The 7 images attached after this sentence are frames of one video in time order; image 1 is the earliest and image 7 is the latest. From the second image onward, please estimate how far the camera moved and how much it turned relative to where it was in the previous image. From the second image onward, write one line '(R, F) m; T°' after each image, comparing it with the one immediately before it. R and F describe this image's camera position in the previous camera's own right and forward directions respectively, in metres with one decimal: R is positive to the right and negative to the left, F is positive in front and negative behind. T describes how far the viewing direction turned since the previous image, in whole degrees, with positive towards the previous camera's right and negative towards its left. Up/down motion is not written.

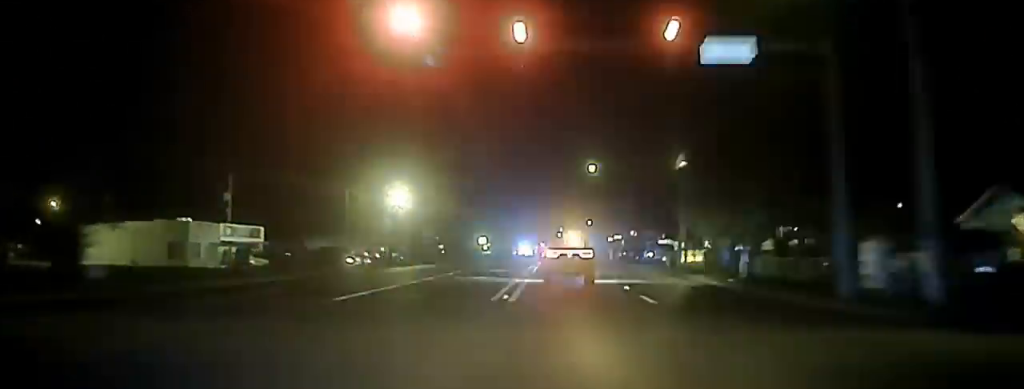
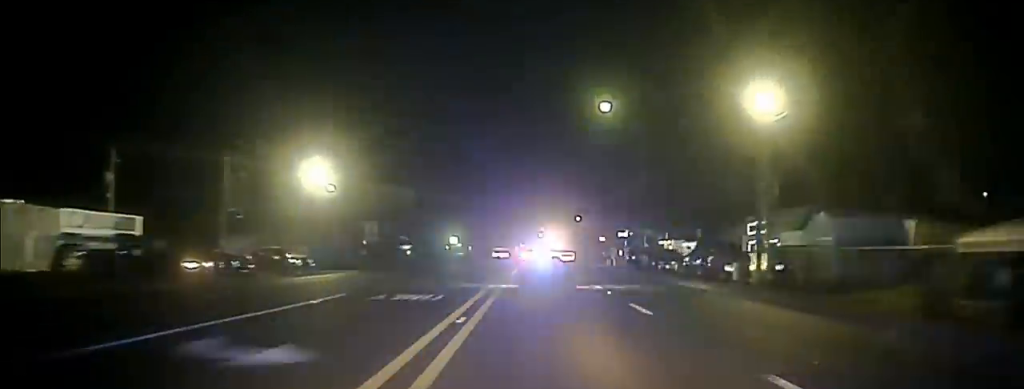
(+0.3, +27.5) m; +1°
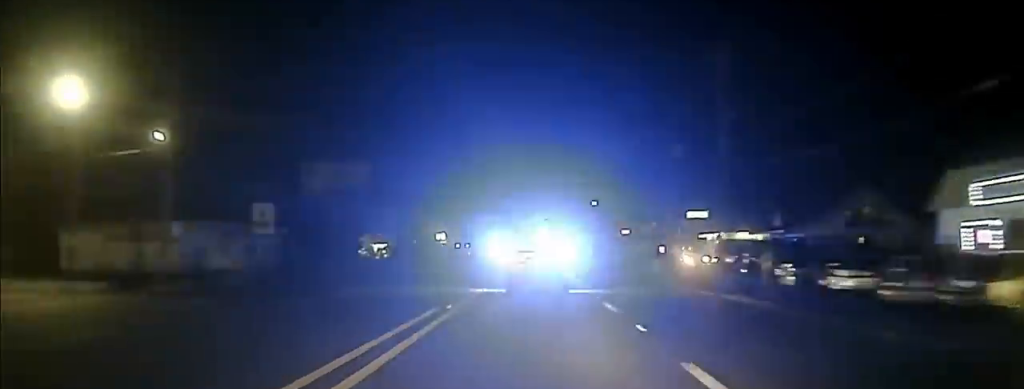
(0.0, +35.7) m; -1°
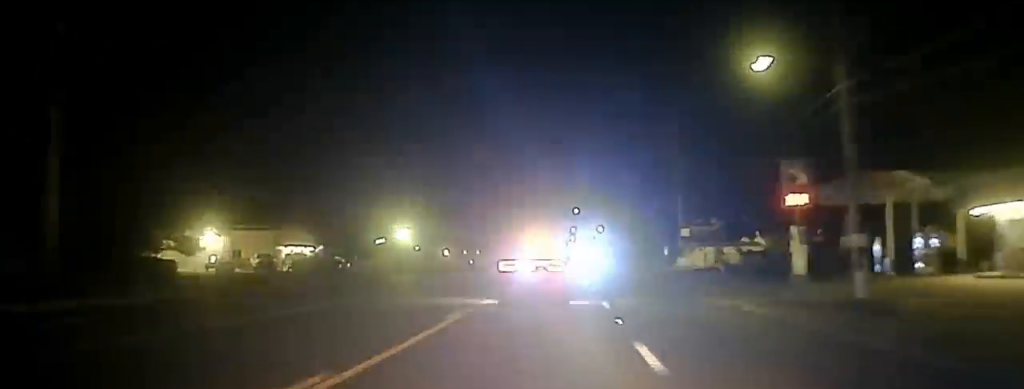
(-1.1, +69.1) m; -1°
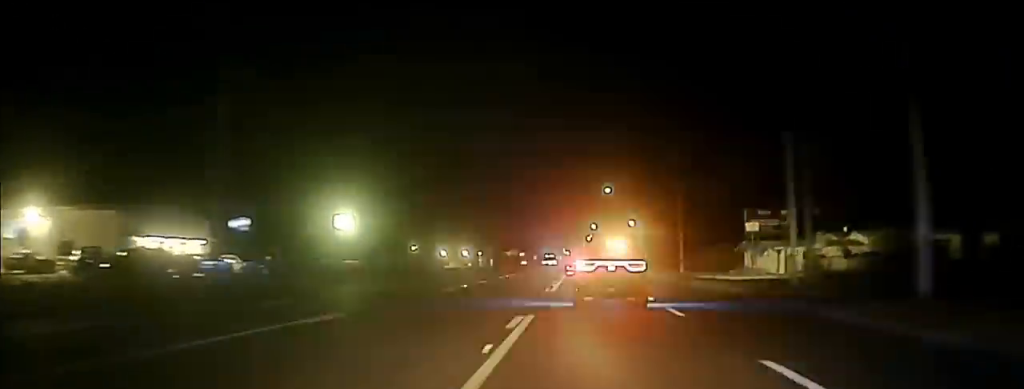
(-0.4, +37.3) m; -1°
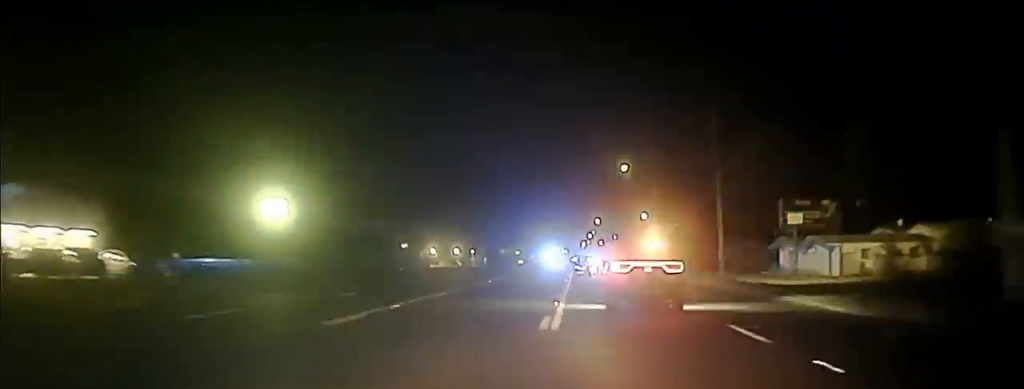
(-0.3, +20.8) m; 0°
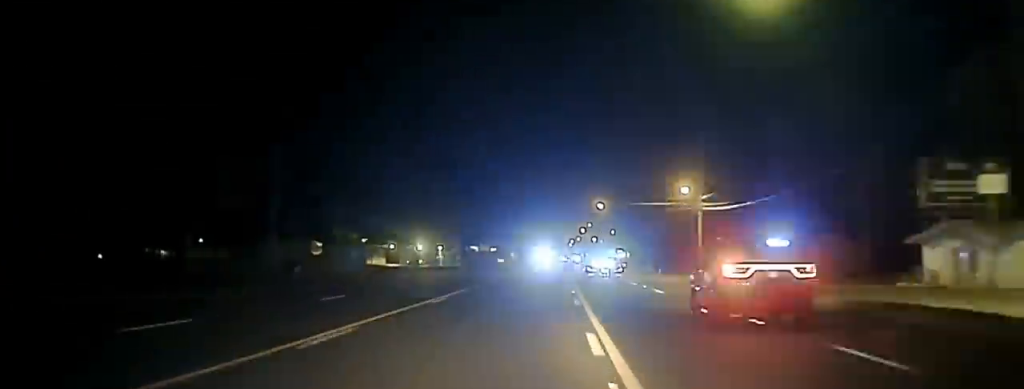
(+0.5, +39.0) m; +2°
